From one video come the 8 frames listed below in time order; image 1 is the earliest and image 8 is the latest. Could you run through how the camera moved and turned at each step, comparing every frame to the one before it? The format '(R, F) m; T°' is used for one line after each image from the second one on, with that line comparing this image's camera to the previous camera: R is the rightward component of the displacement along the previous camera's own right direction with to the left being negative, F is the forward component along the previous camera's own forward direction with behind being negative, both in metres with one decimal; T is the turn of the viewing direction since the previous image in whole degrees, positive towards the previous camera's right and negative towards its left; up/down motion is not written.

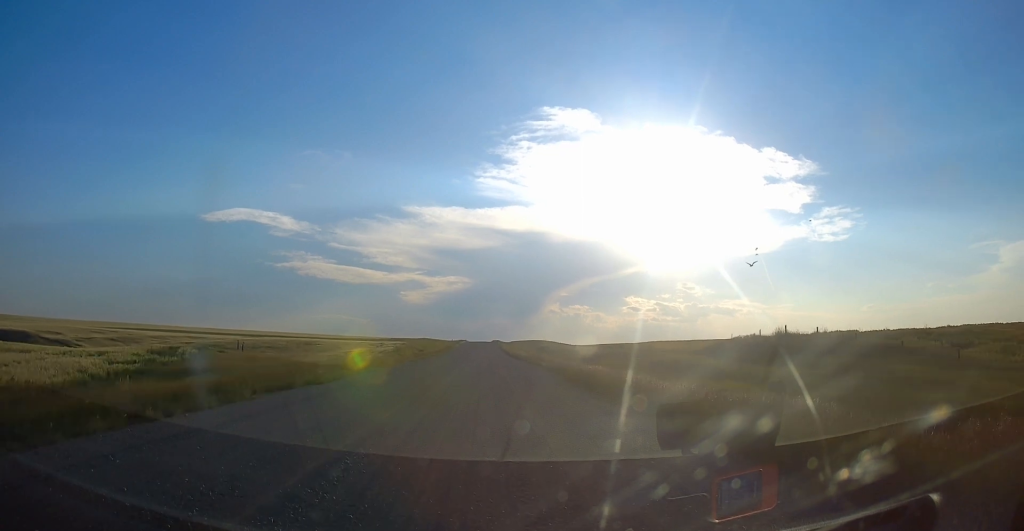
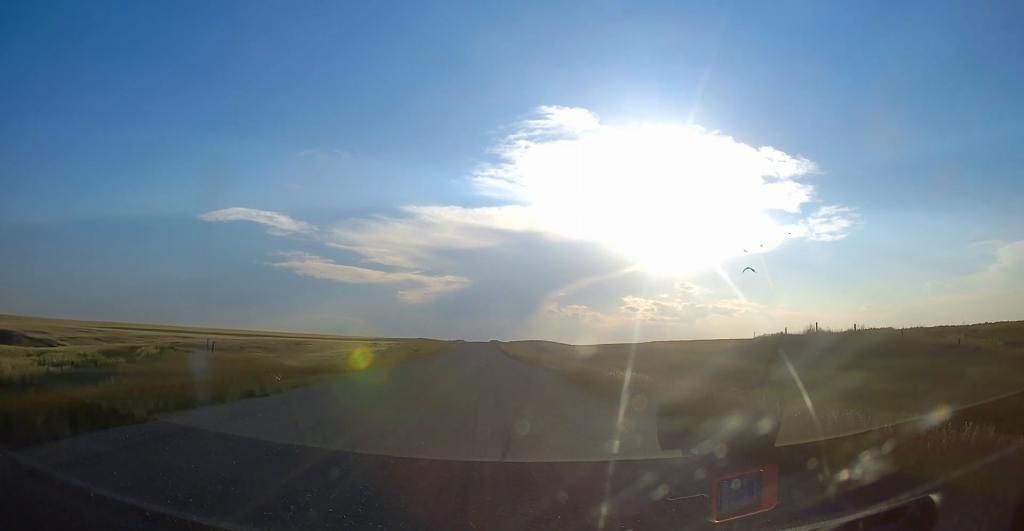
(-0.1, +6.3) m; +1°
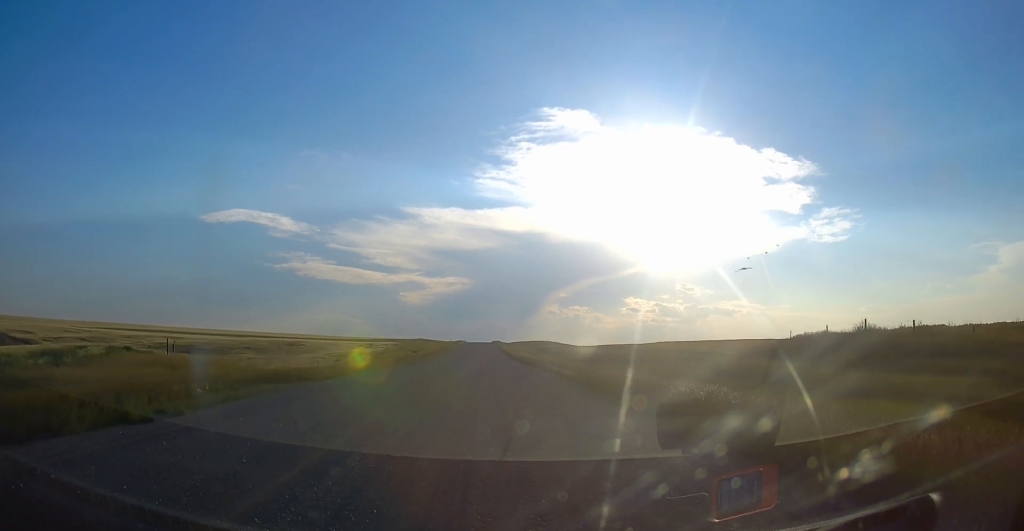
(+0.1, +7.3) m; 0°
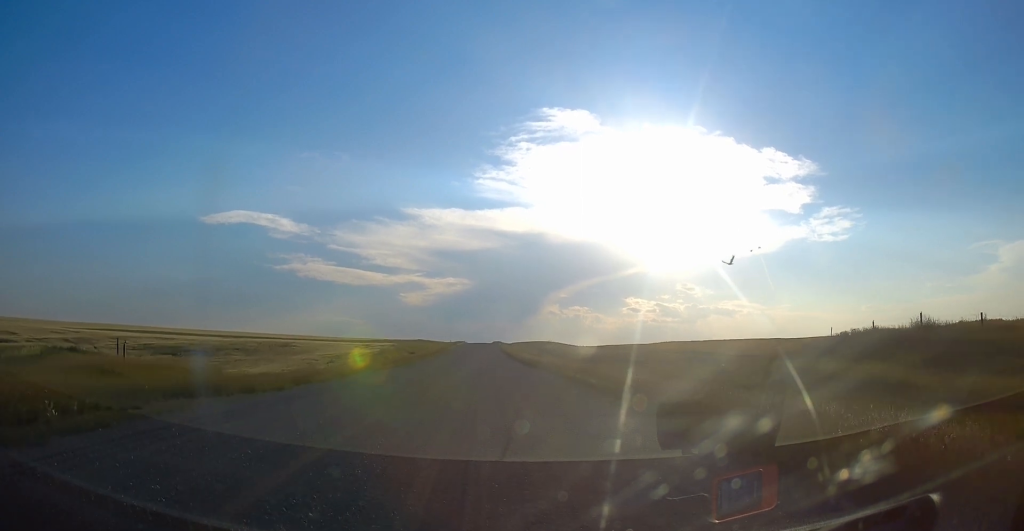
(+0.2, +6.8) m; 0°
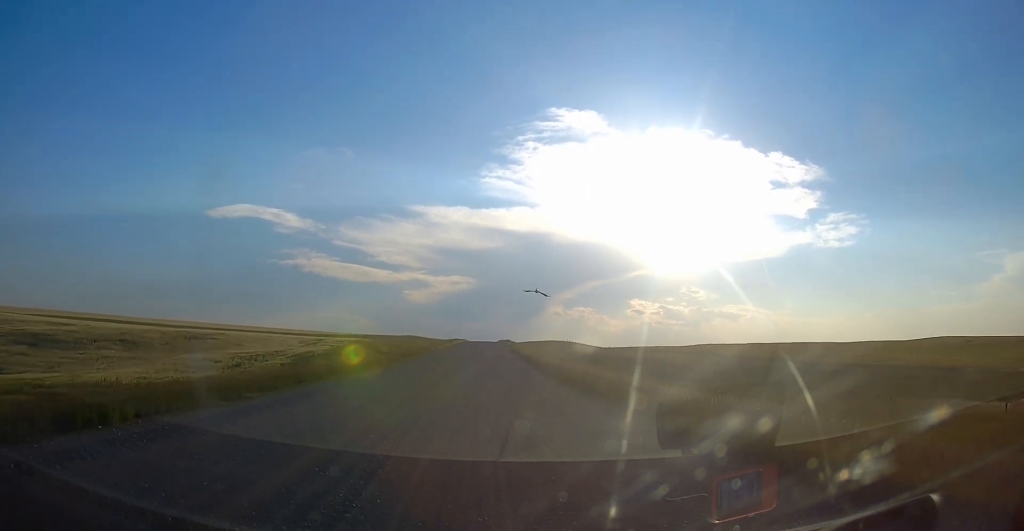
(-1.0, +44.0) m; -2°
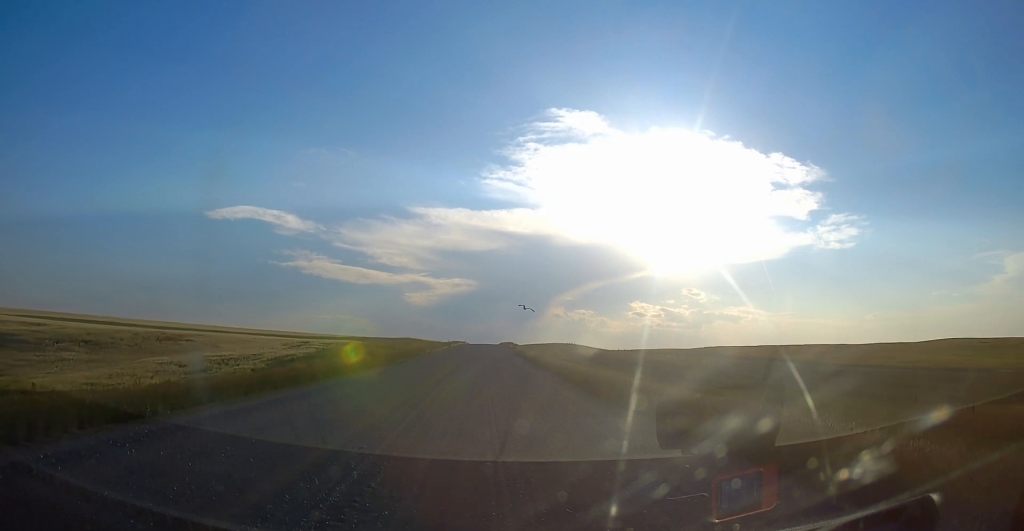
(0.0, +8.9) m; 0°
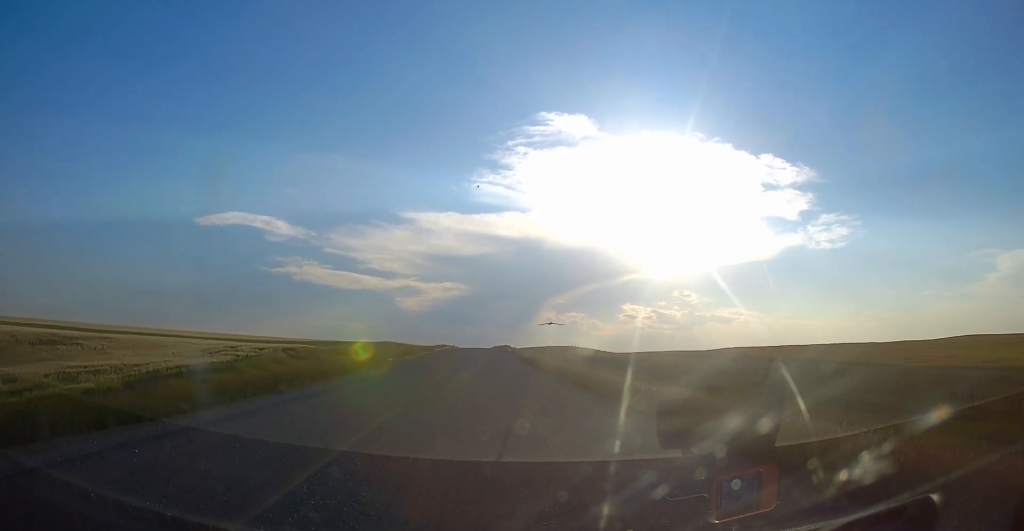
(0.0, +25.0) m; 0°
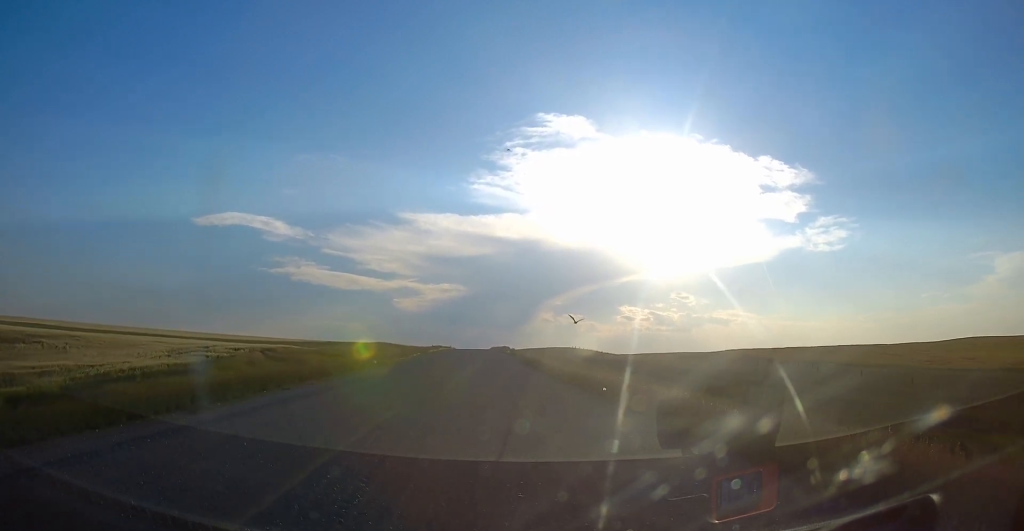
(0.0, +6.2) m; 0°
